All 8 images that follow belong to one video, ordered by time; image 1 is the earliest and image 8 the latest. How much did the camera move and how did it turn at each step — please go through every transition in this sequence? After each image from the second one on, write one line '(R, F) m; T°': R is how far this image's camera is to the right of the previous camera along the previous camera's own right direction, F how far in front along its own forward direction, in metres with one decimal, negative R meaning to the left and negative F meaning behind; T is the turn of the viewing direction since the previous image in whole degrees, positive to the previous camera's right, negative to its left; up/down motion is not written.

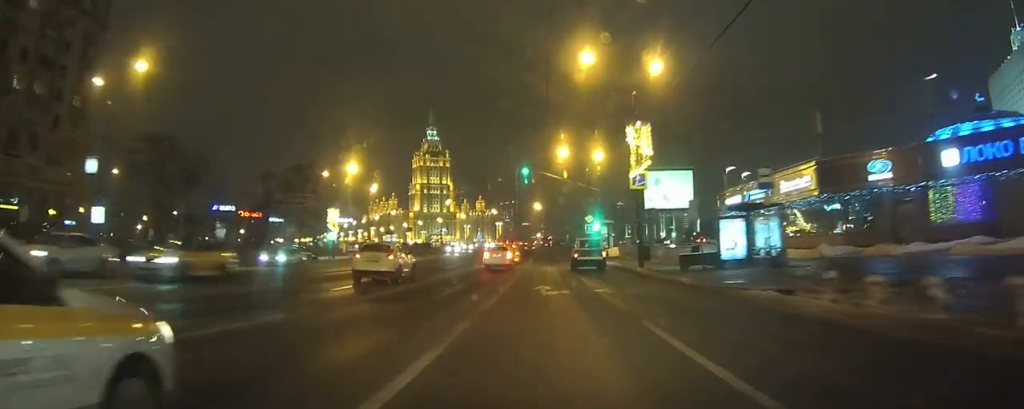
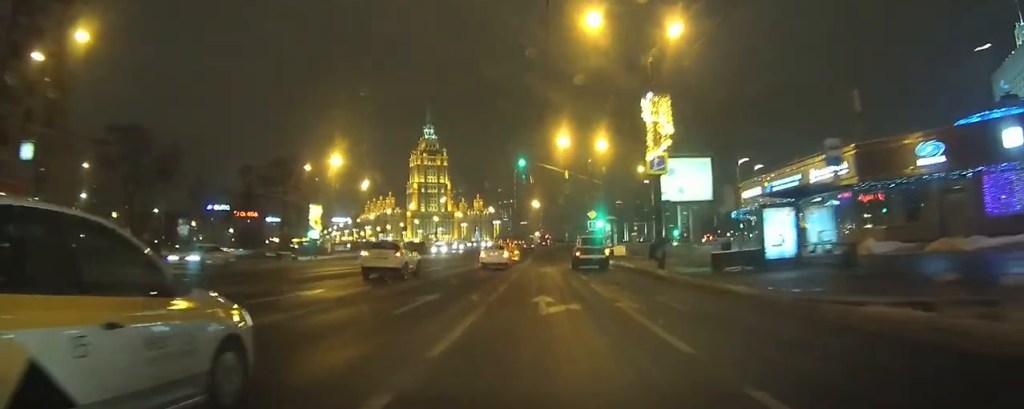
(0.0, +5.3) m; 0°
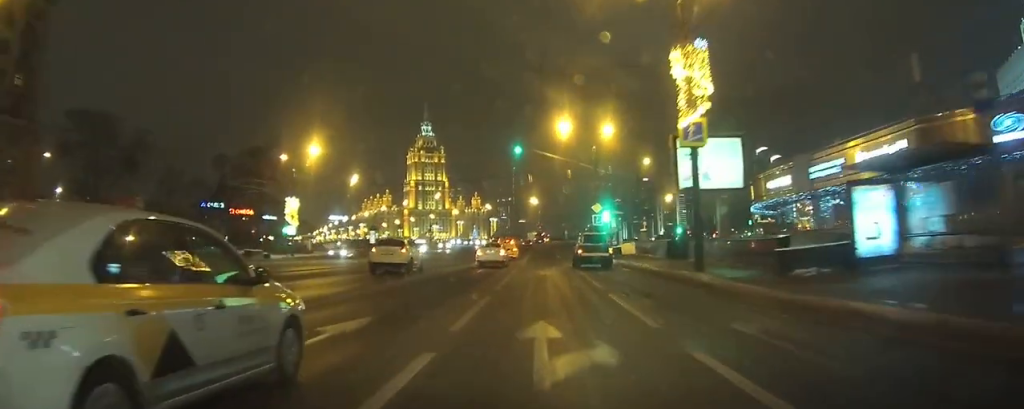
(0.0, +6.2) m; 0°
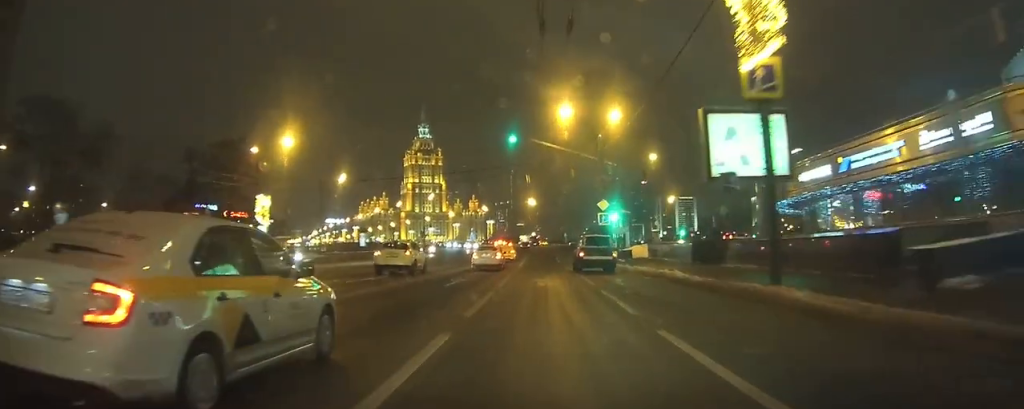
(0.0, +6.2) m; 0°
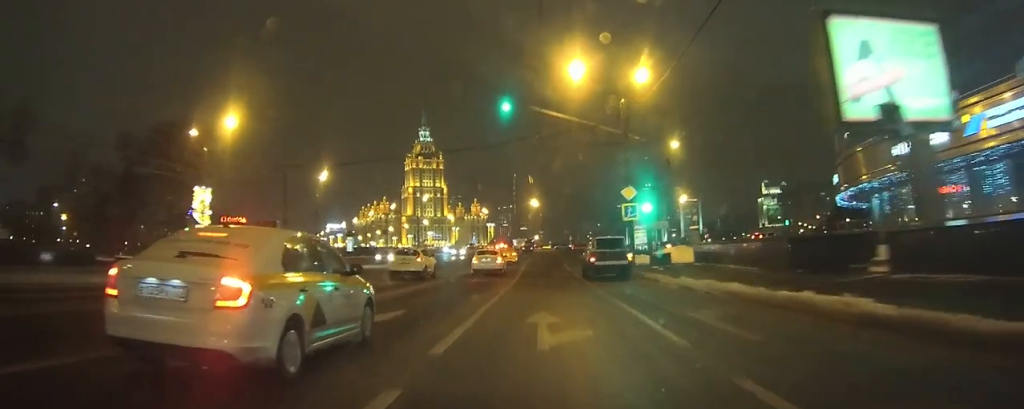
(0.0, +11.1) m; 0°
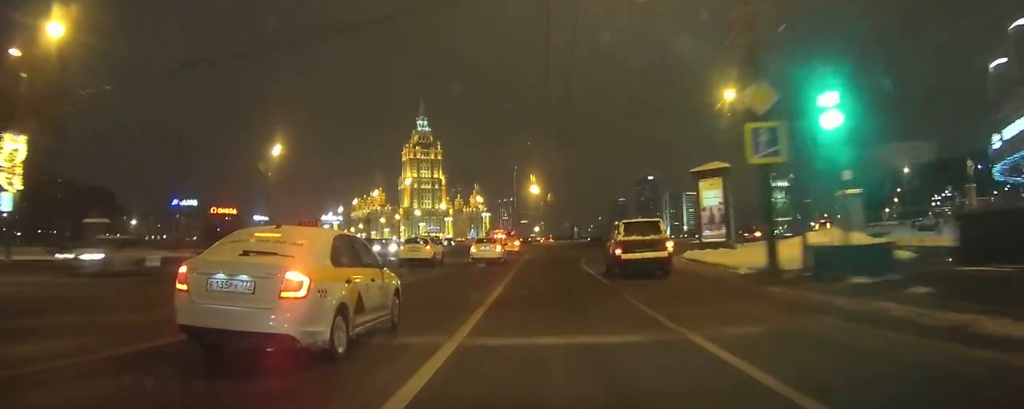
(0.0, +18.9) m; 0°
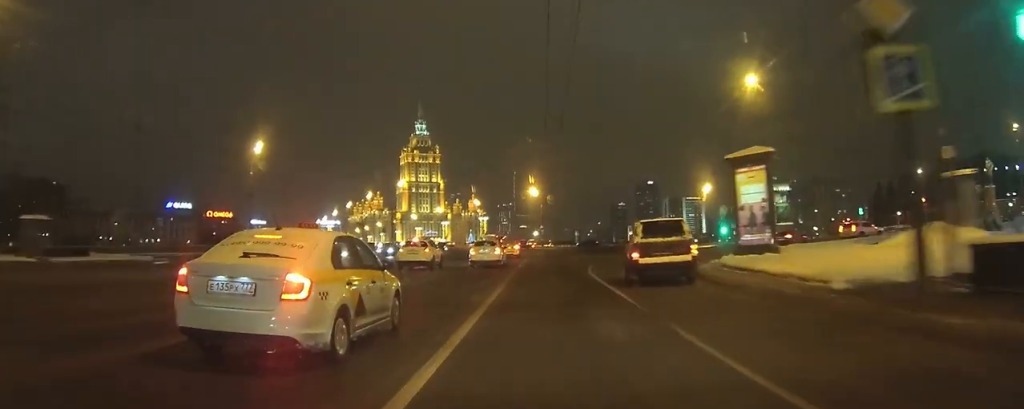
(0.0, +5.4) m; 0°
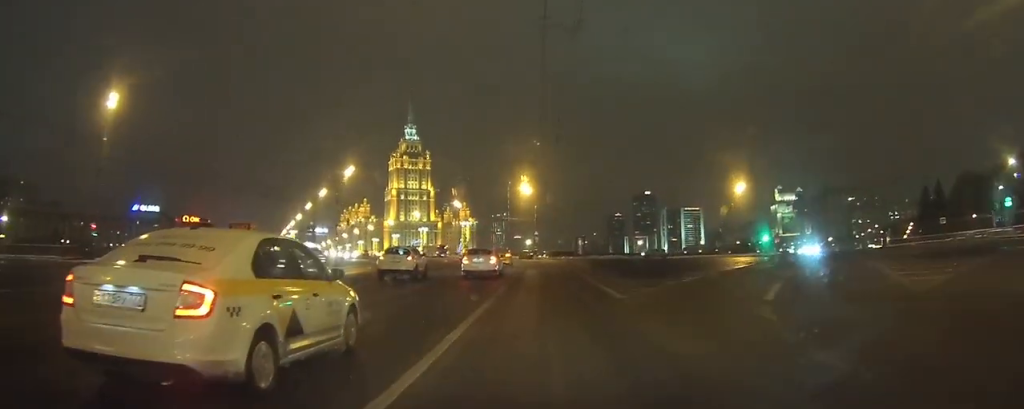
(+0.2, +29.6) m; +1°
